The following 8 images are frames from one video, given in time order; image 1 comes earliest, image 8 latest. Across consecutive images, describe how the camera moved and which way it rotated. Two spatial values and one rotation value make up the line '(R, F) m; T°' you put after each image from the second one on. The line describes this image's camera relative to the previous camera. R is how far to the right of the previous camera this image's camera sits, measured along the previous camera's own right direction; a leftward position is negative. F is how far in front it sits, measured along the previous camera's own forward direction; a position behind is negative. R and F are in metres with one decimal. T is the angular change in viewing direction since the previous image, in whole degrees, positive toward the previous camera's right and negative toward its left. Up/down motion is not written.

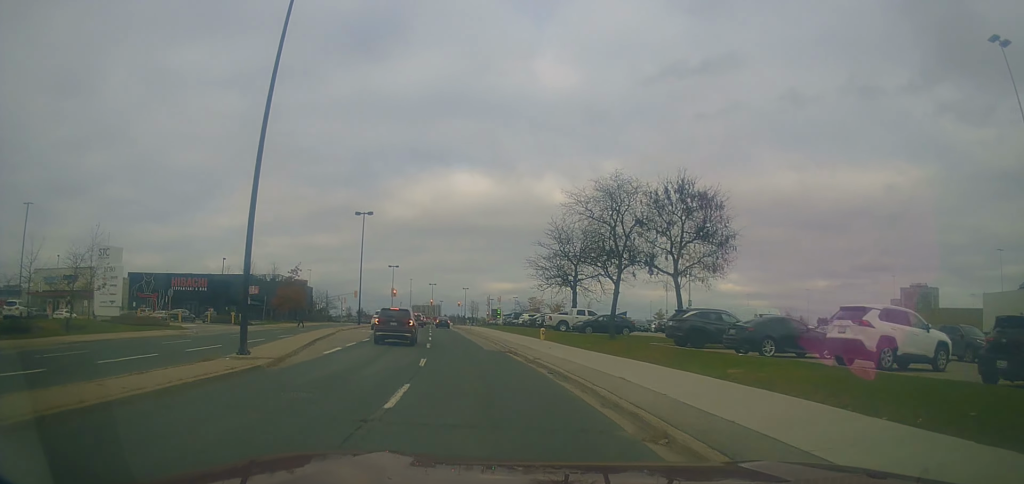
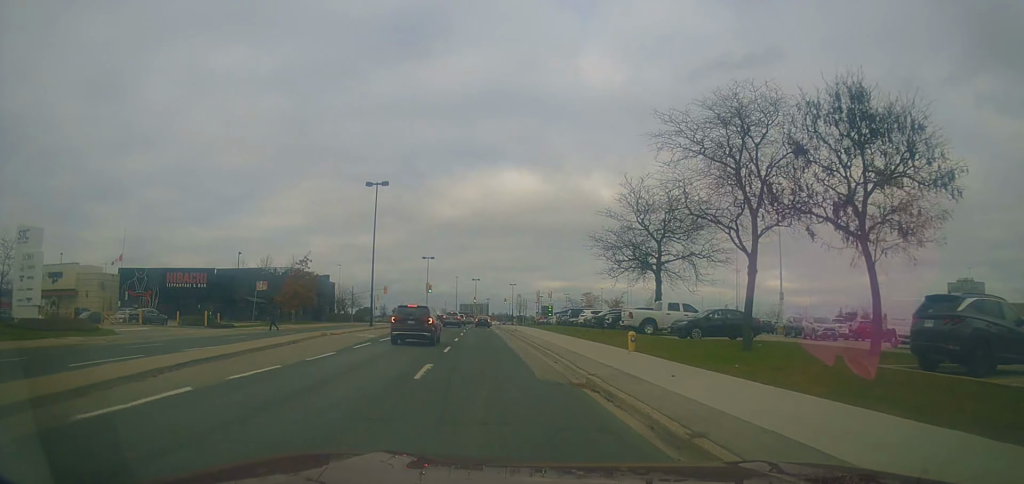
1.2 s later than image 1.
(0.0, +13.8) m; -4°
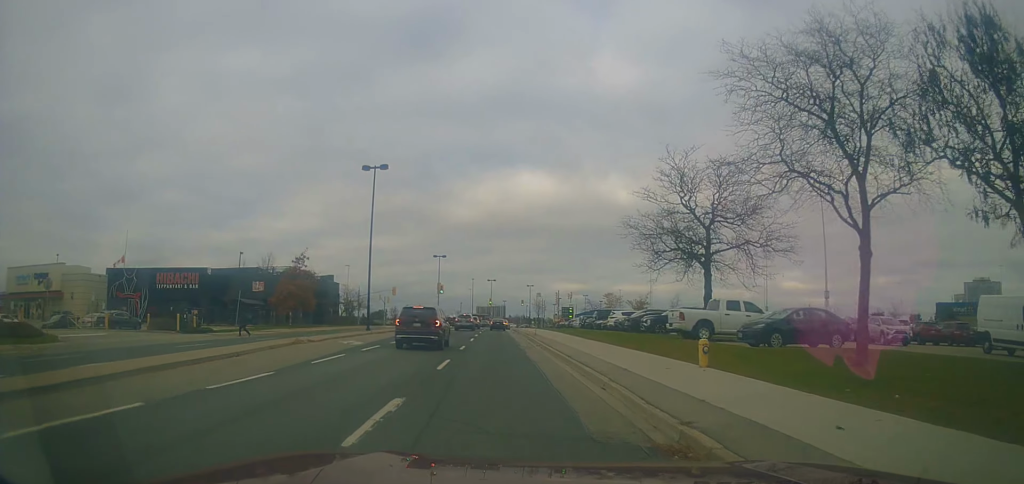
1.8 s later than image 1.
(-0.5, +6.4) m; -3°
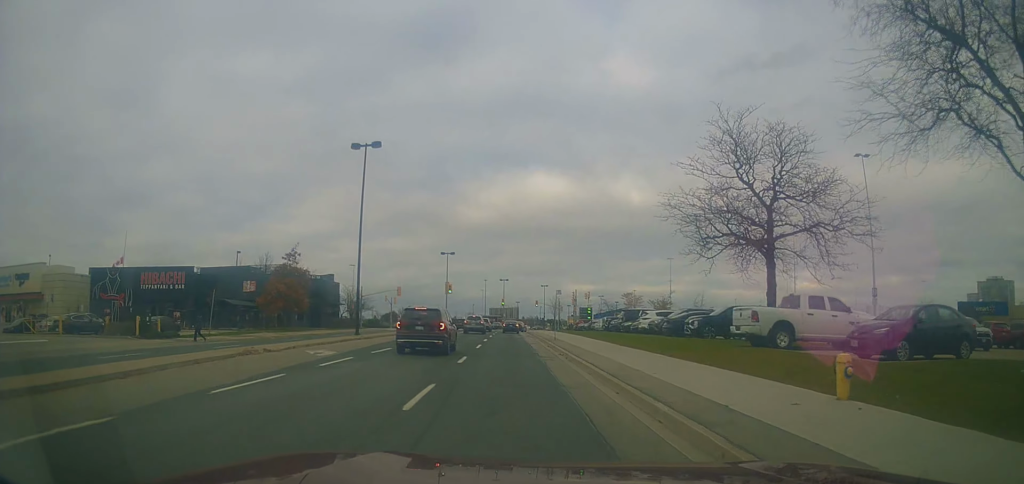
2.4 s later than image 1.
(-0.2, +6.3) m; -2°
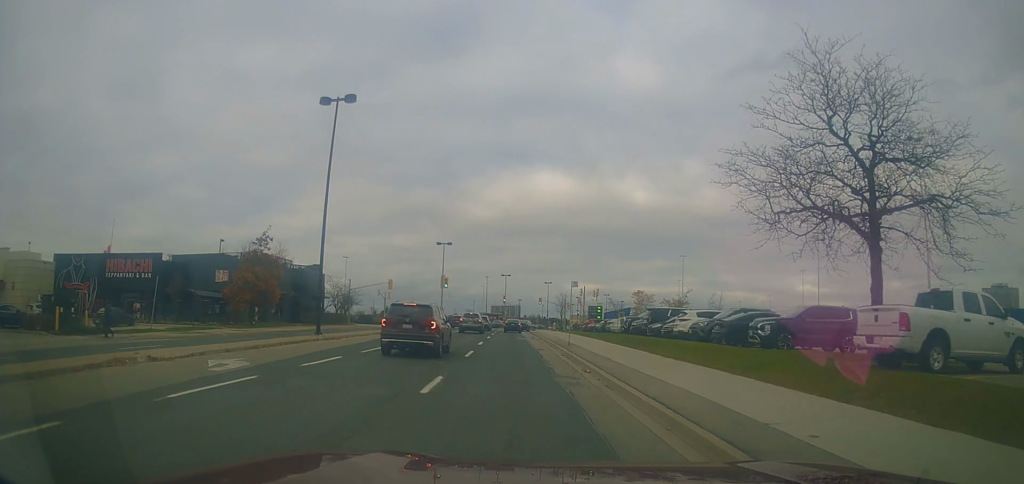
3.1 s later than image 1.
(0.0, +7.8) m; -1°
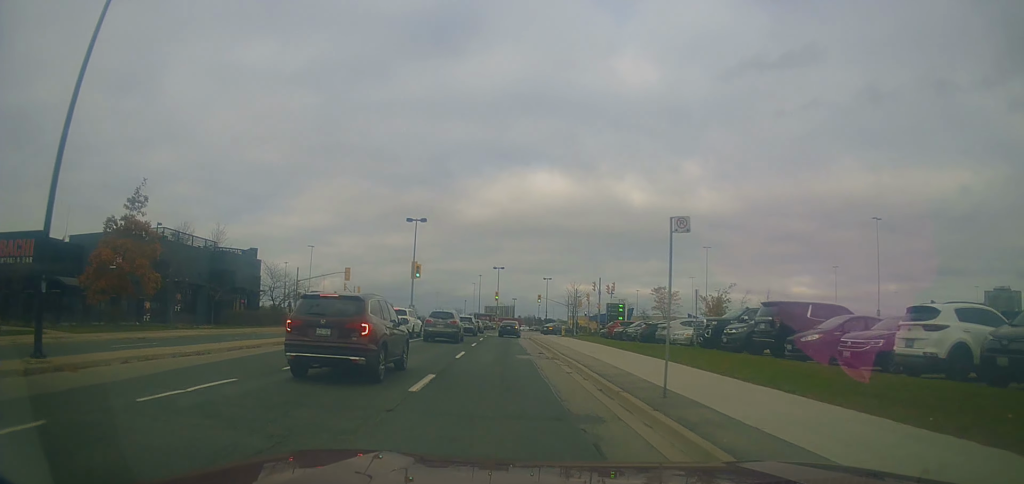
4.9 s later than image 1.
(+0.1, +18.8) m; -1°
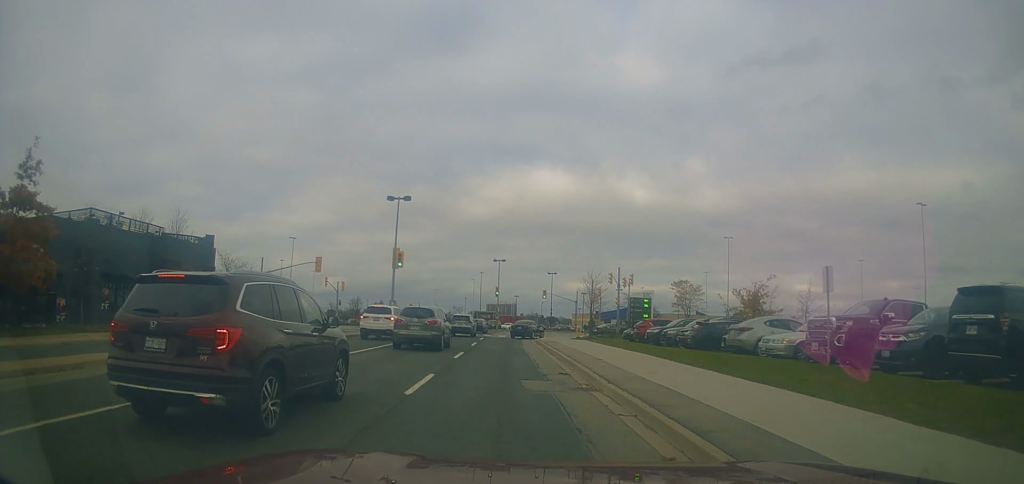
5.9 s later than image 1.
(-0.5, +10.1) m; -2°
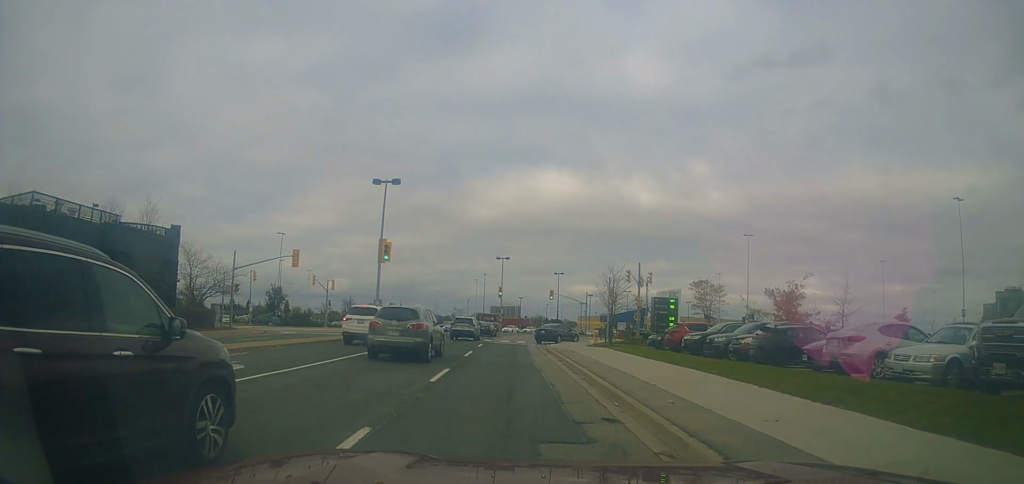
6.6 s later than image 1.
(0.0, +6.6) m; +2°
